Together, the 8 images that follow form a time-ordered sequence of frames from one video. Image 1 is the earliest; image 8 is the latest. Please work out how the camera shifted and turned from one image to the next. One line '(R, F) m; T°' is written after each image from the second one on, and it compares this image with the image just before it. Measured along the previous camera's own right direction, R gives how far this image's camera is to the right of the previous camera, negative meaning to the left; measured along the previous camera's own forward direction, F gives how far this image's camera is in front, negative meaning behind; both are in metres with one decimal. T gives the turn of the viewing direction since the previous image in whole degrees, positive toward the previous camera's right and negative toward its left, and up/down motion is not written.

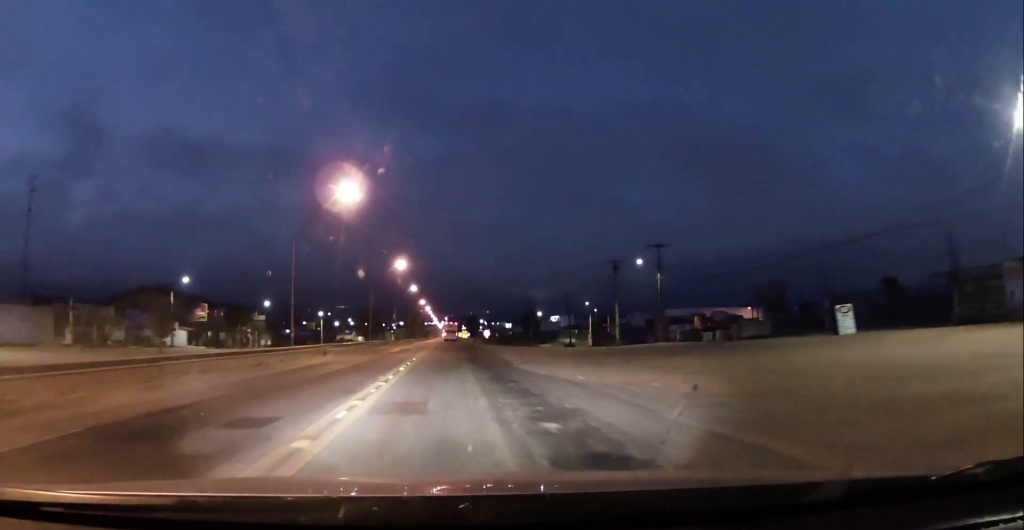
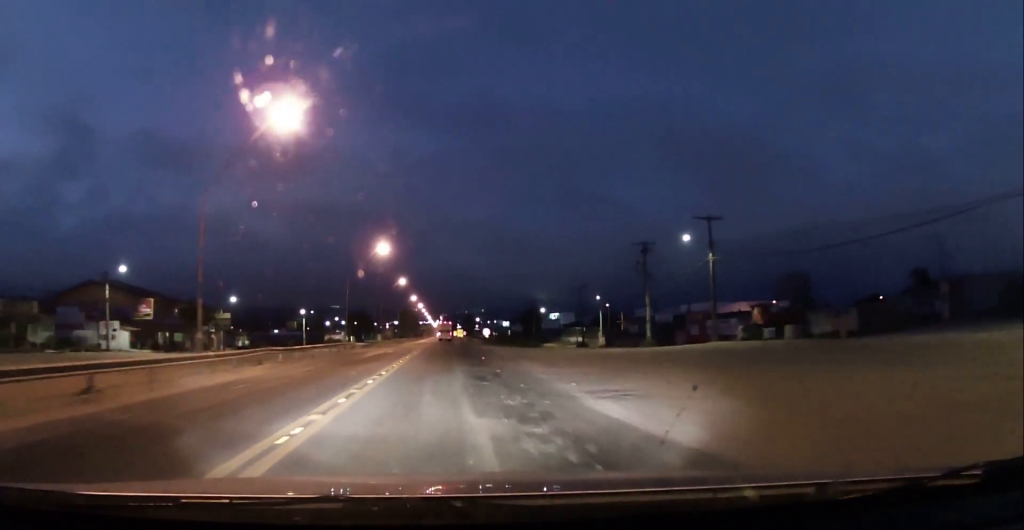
(+0.1, +14.3) m; +1°
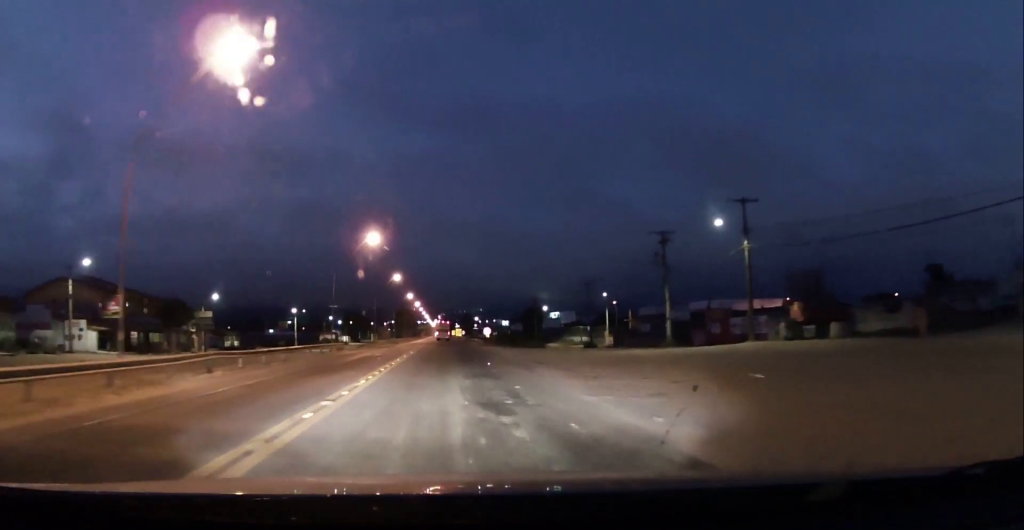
(+0.1, +6.5) m; 0°
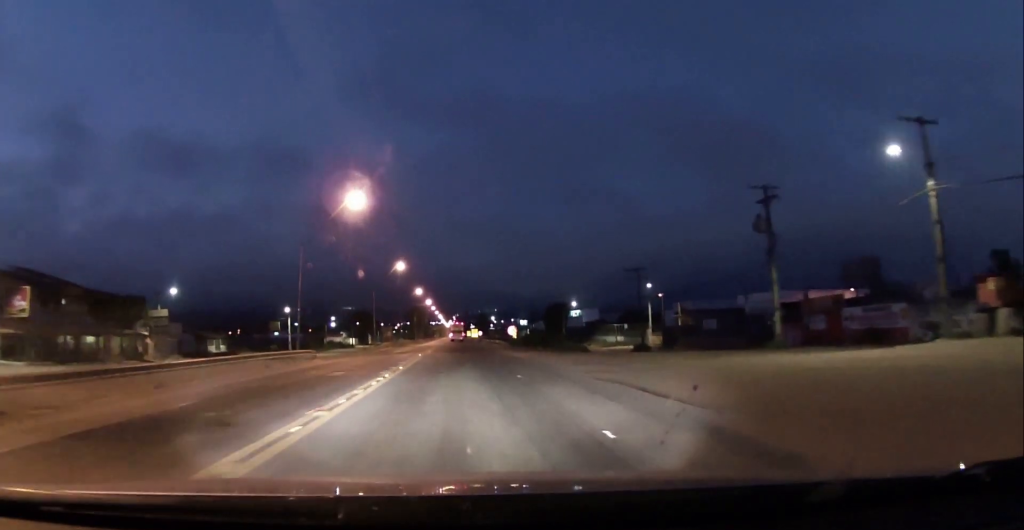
(+0.1, +17.4) m; -1°
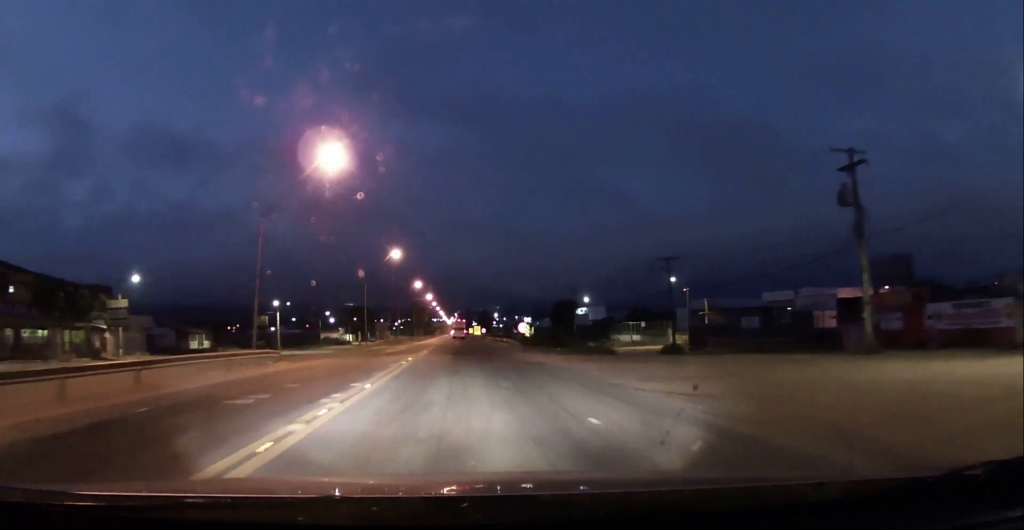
(-0.1, +9.3) m; 0°
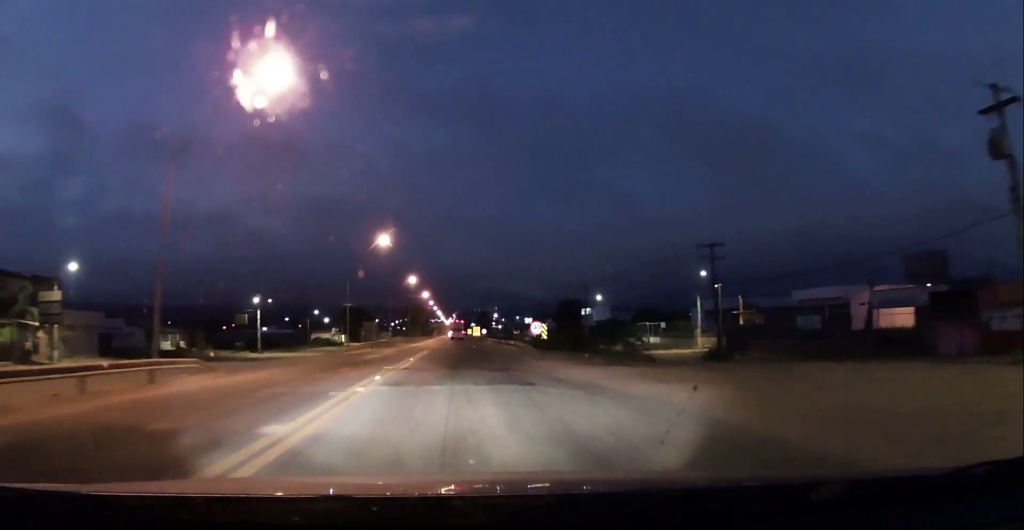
(0.0, +10.9) m; 0°
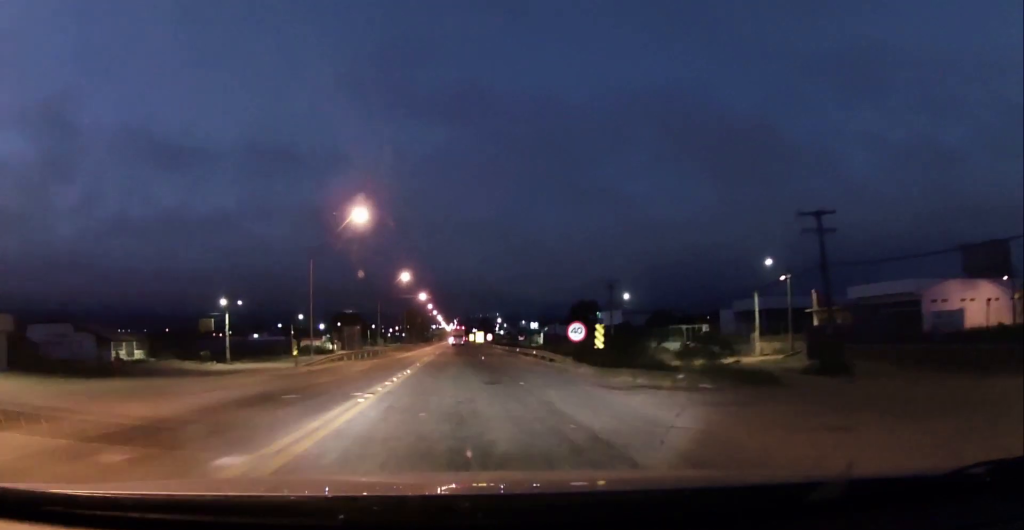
(+0.2, +15.9) m; 0°
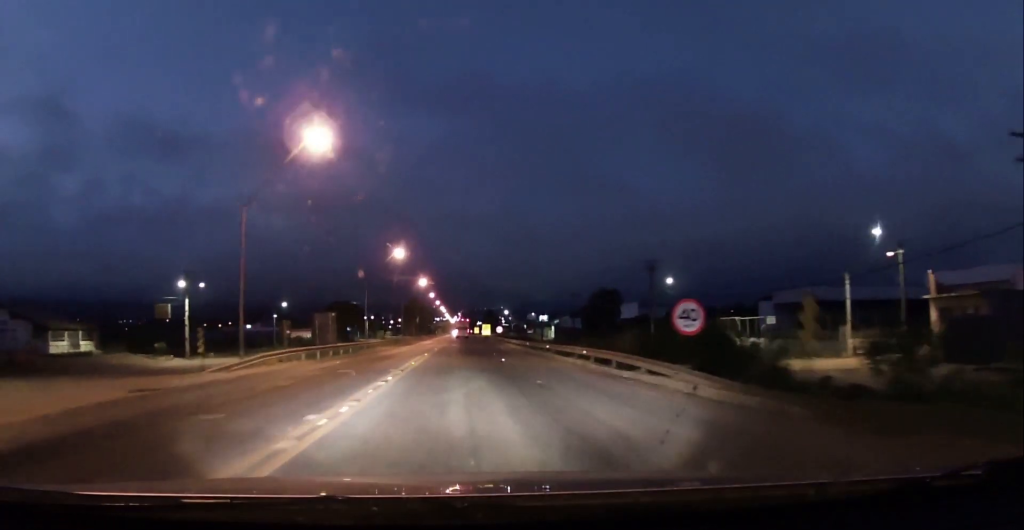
(-0.2, +15.9) m; -1°
